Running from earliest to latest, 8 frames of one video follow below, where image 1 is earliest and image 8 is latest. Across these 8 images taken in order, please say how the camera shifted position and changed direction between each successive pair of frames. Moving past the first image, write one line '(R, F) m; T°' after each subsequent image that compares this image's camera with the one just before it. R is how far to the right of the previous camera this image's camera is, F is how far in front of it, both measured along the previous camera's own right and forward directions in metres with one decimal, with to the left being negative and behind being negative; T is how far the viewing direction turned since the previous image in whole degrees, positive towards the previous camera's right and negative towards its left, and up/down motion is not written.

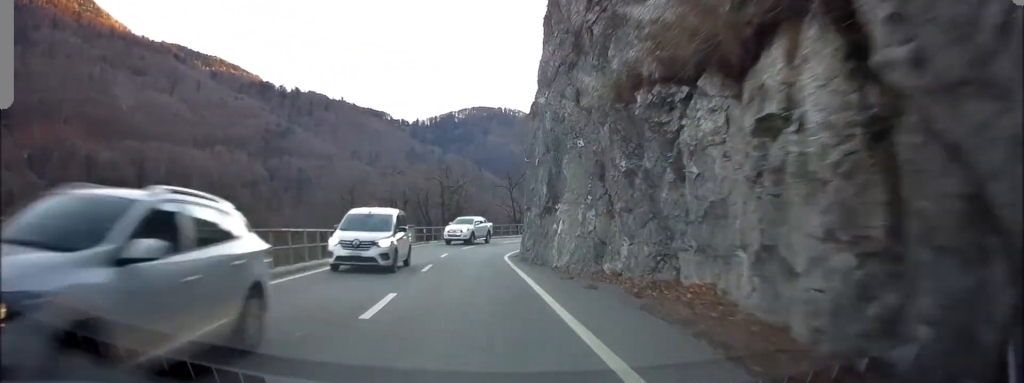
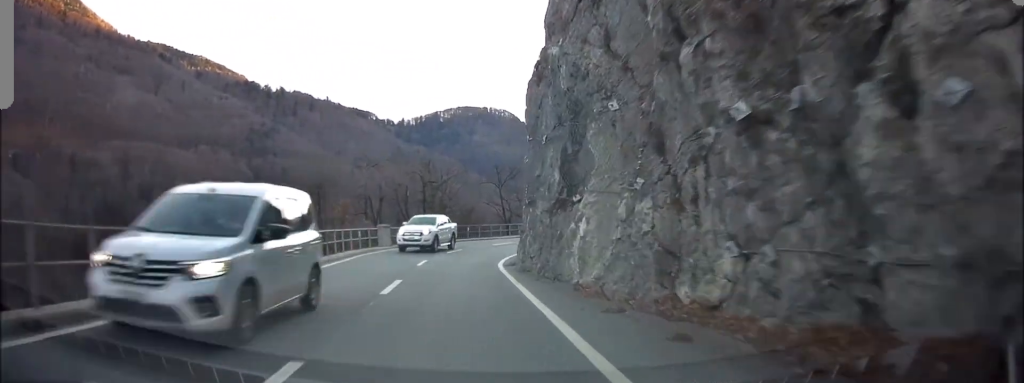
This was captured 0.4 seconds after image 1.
(+0.1, +5.5) m; +1°
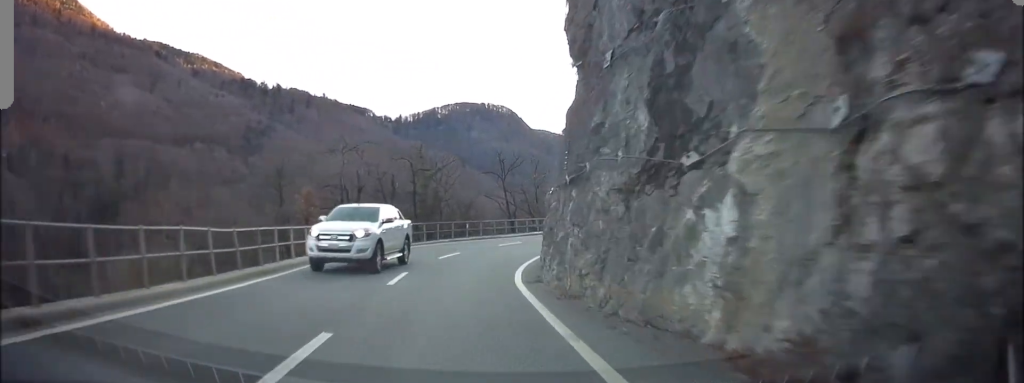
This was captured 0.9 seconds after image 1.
(-0.1, +7.4) m; +2°
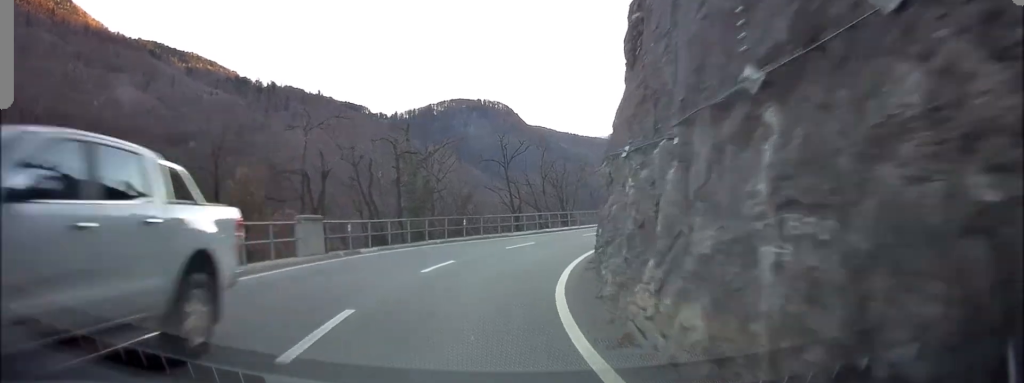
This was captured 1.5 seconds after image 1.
(+0.3, +7.9) m; +4°
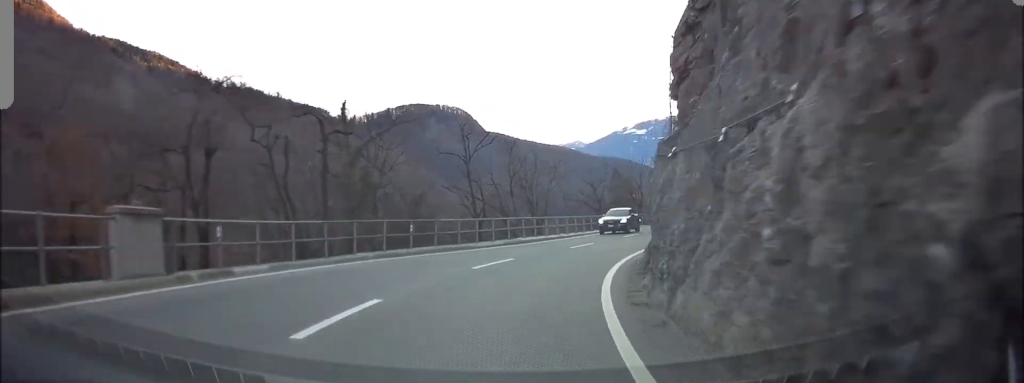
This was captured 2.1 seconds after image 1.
(+0.1, +7.9) m; +5°
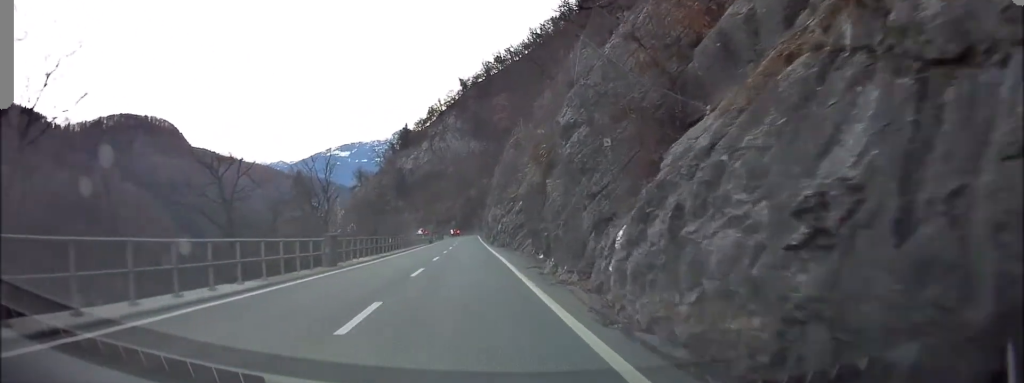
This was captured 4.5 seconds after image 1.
(+10.9, +31.0) m; +35°
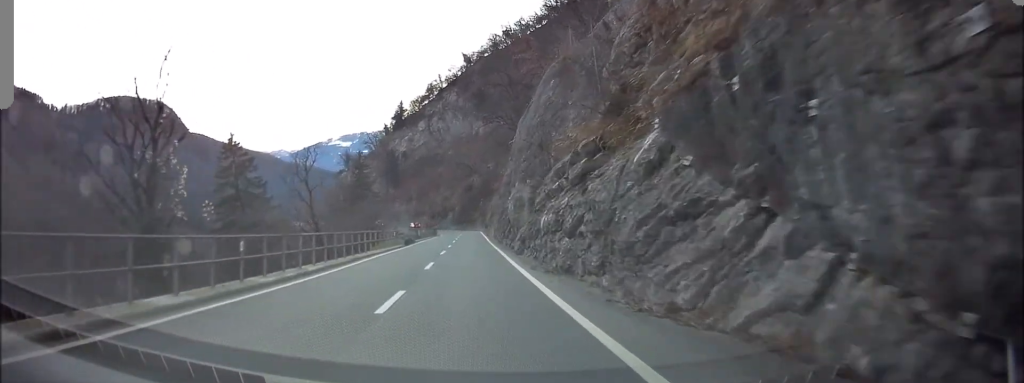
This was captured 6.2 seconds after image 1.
(-0.8, +24.8) m; -4°
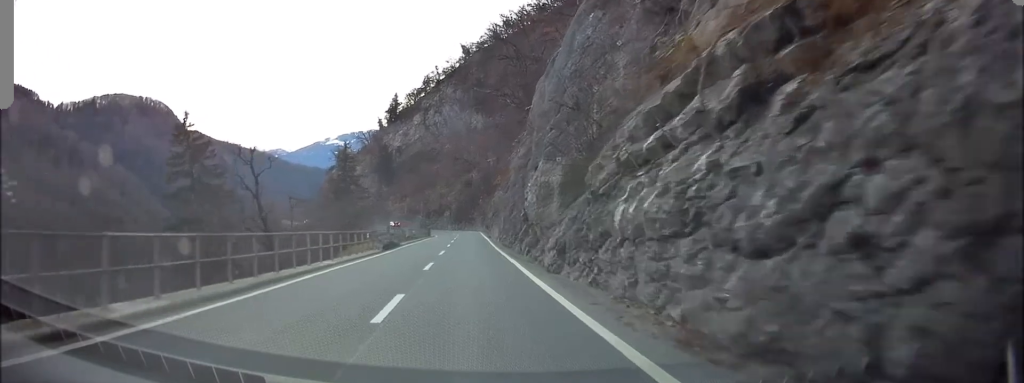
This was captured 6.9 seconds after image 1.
(+0.3, +9.6) m; +1°
